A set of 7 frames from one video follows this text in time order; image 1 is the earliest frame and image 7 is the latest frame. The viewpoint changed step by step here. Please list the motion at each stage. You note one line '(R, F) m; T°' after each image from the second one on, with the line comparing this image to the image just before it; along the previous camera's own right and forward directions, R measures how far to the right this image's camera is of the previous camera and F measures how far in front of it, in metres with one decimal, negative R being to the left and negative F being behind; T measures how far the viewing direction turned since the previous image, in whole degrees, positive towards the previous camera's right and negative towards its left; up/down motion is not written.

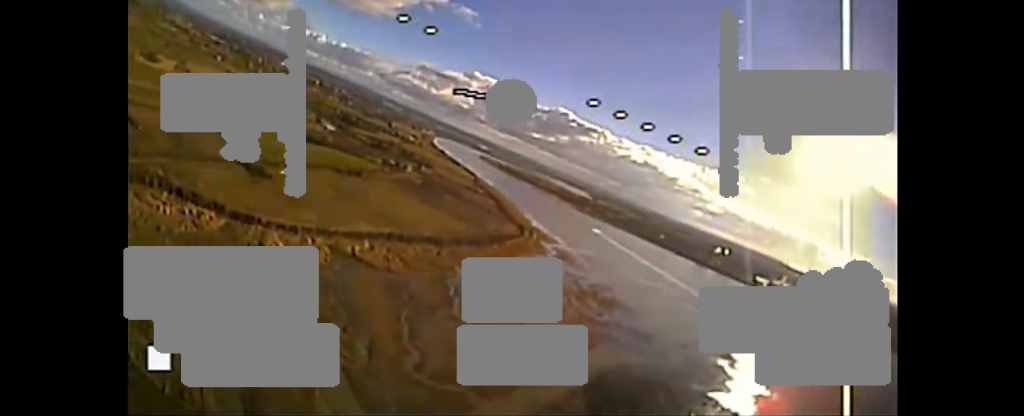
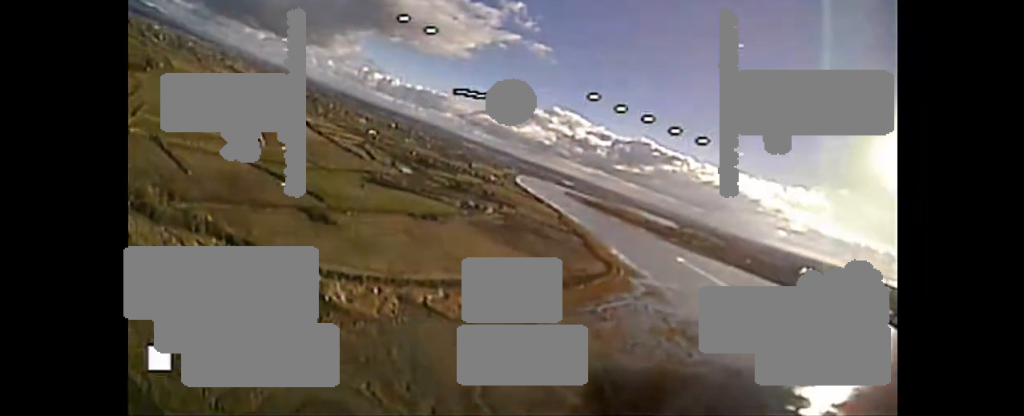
(-2.1, +20.0) m; -17°
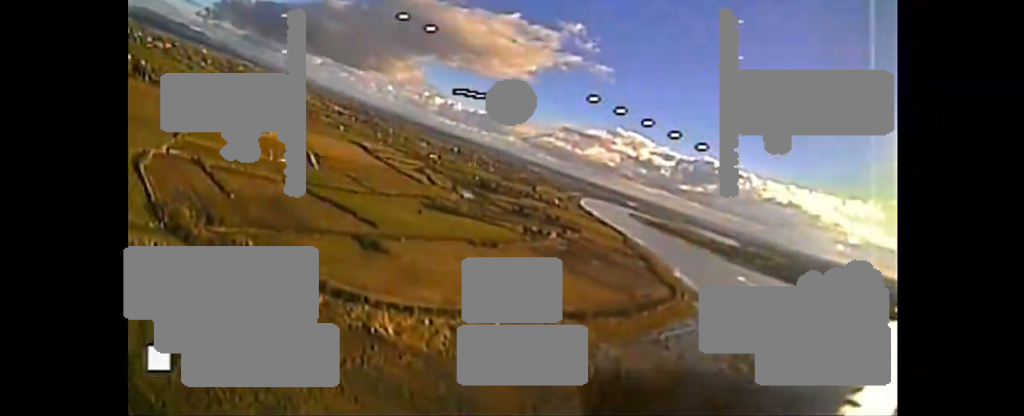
(-2.5, +13.8) m; -10°
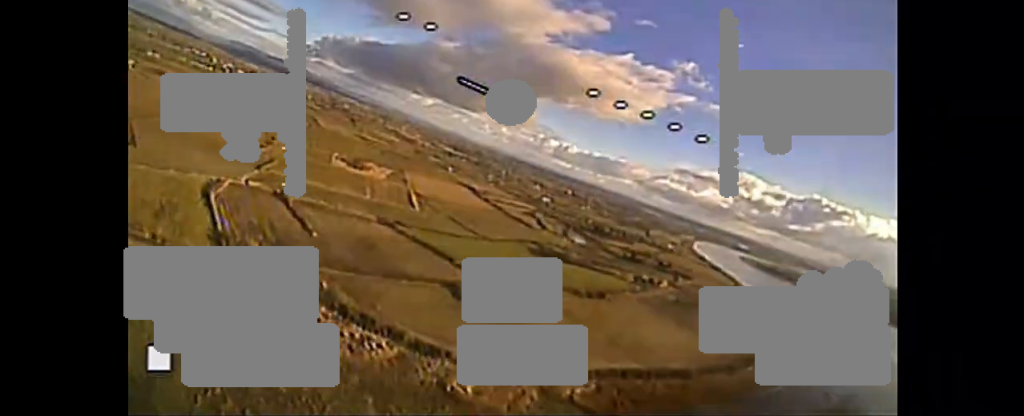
(-2.0, +24.3) m; -5°
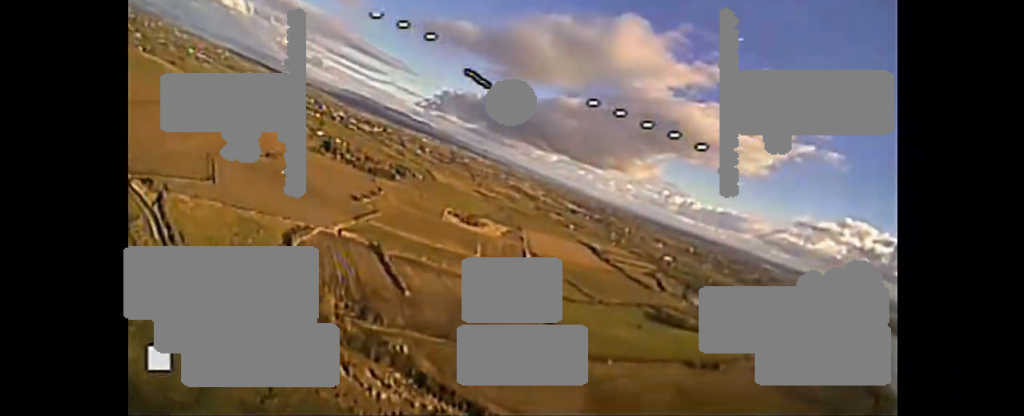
(-4.5, +27.3) m; -20°
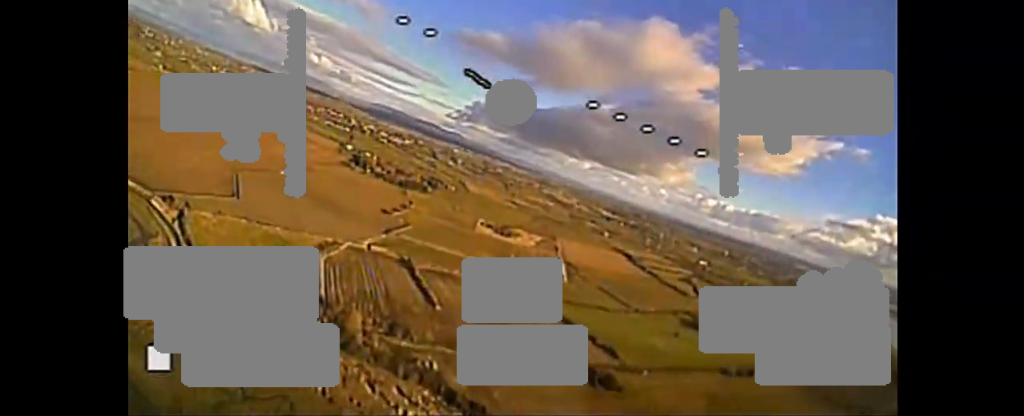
(-0.5, +7.3) m; -5°
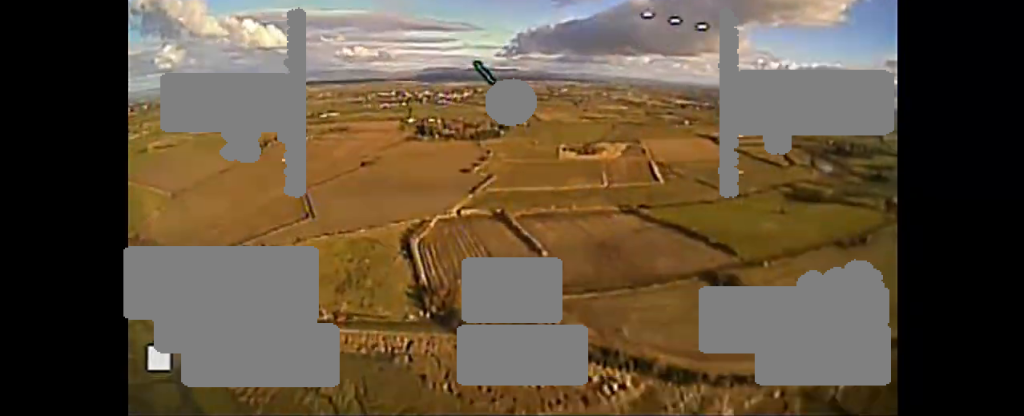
(-0.4, +18.3) m; -3°
